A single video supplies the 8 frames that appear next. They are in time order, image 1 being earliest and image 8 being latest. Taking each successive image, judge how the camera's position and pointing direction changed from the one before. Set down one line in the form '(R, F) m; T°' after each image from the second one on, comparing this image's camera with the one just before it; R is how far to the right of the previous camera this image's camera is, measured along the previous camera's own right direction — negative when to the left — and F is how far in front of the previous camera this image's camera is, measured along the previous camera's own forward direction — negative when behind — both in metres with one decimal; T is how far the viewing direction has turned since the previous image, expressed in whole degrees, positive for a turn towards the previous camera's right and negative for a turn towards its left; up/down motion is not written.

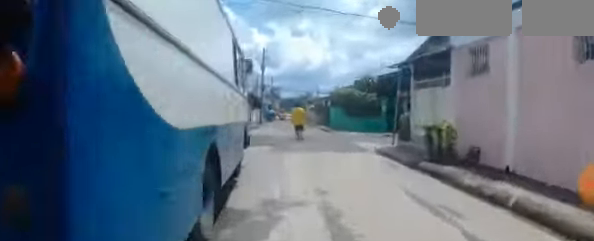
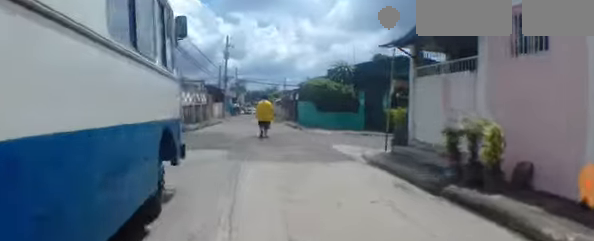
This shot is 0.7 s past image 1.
(-0.1, +2.4) m; -2°
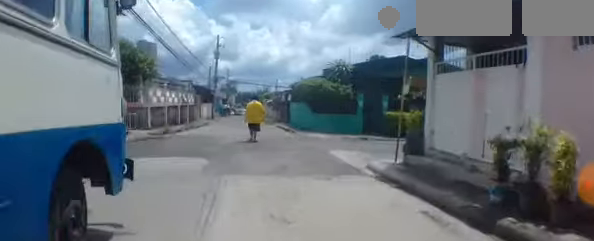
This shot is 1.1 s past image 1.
(0.0, +1.8) m; +1°
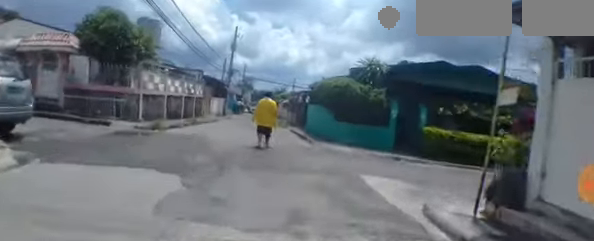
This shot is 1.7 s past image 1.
(0.0, +2.6) m; +1°
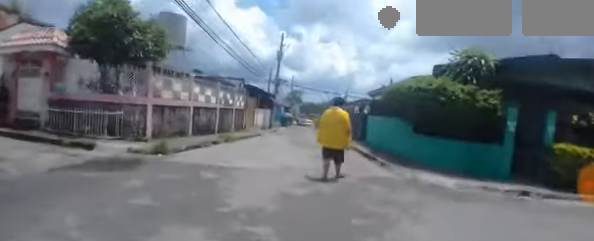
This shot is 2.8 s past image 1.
(0.0, +4.8) m; +1°
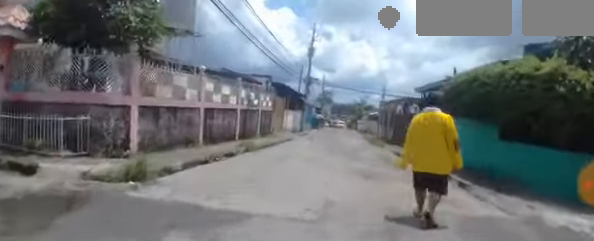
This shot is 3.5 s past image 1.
(0.0, +4.0) m; 0°
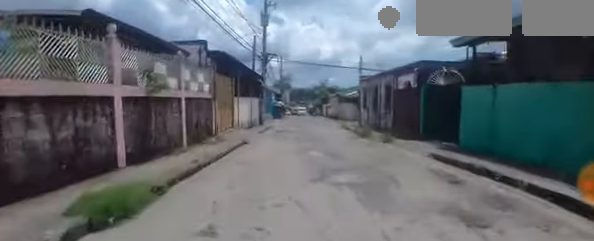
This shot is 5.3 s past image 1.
(+0.7, +8.3) m; +15°
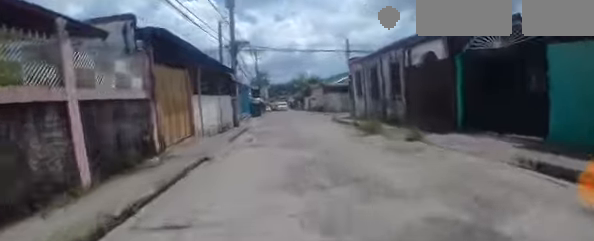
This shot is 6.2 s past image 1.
(+0.3, +4.2) m; +5°
